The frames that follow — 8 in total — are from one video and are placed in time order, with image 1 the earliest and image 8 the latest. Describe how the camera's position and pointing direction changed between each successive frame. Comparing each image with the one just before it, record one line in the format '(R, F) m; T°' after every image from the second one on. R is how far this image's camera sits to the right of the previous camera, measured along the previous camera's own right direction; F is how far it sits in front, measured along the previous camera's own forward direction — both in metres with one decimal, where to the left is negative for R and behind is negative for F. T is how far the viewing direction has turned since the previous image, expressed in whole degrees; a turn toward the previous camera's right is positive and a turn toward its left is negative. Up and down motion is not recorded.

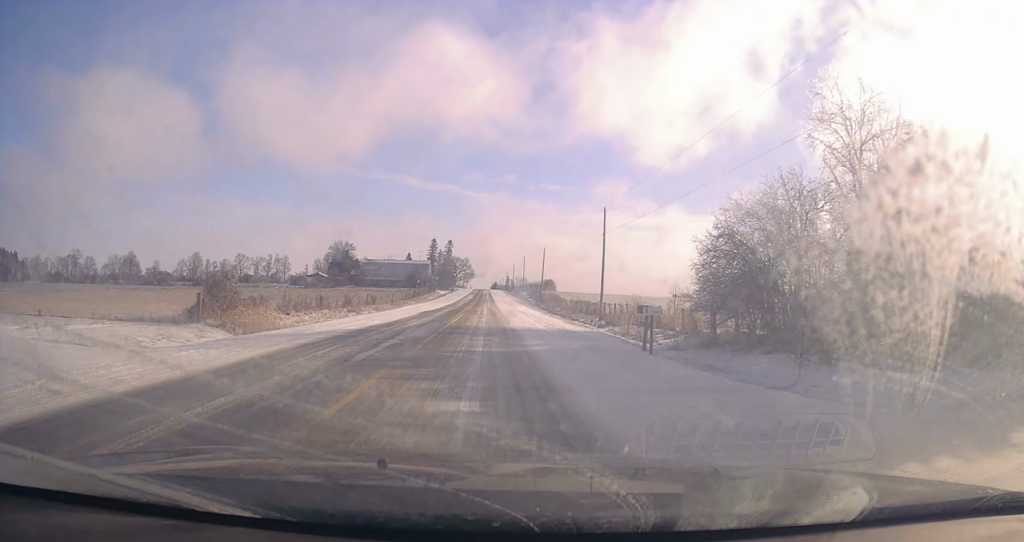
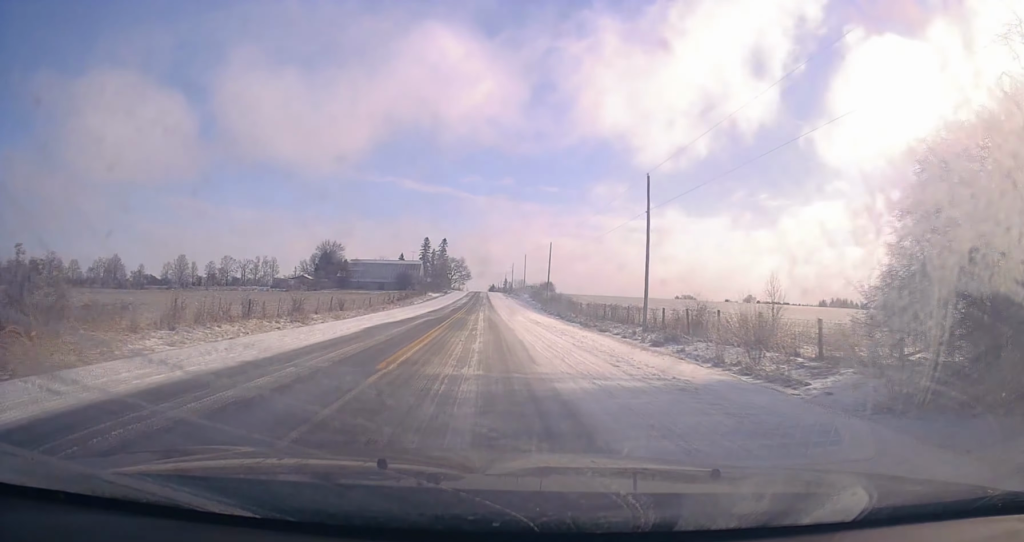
(-0.1, +15.6) m; 0°
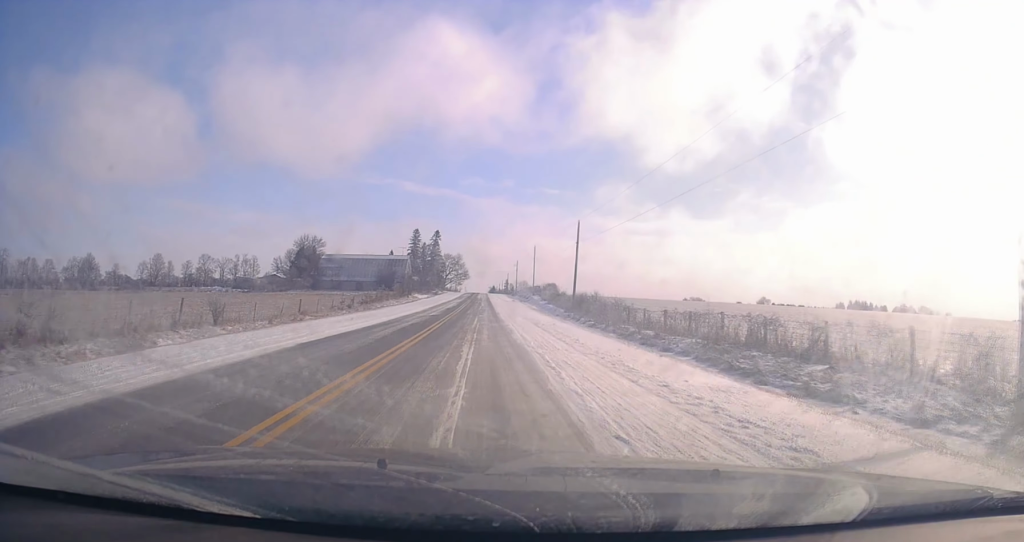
(+0.1, +30.2) m; 0°
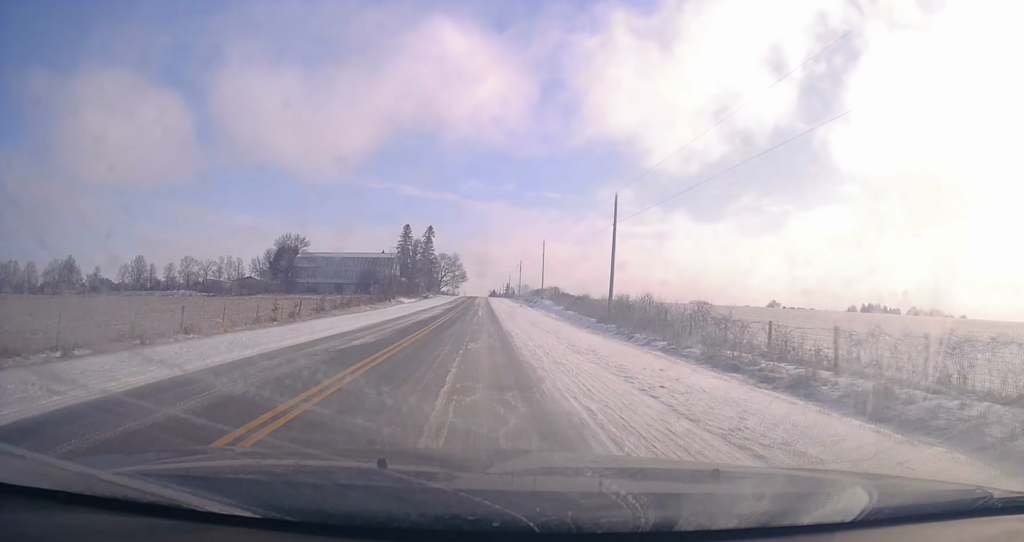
(-0.2, +19.9) m; 0°
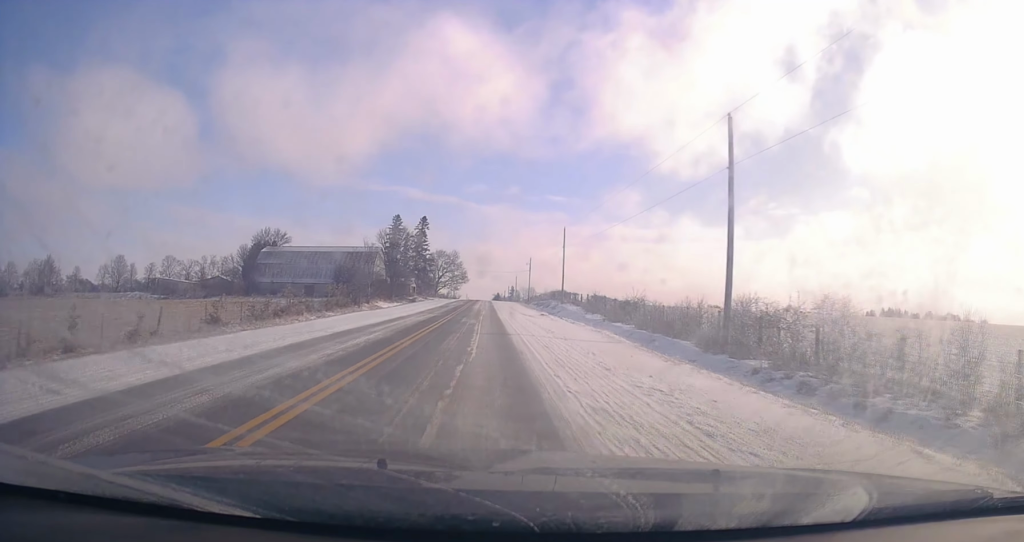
(0.0, +23.0) m; 0°
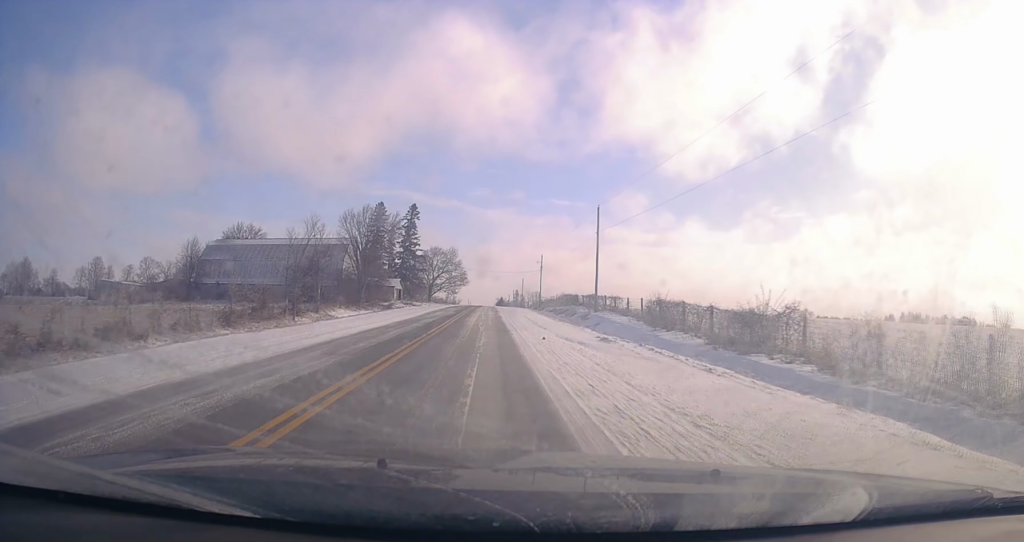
(0.0, +23.8) m; -1°
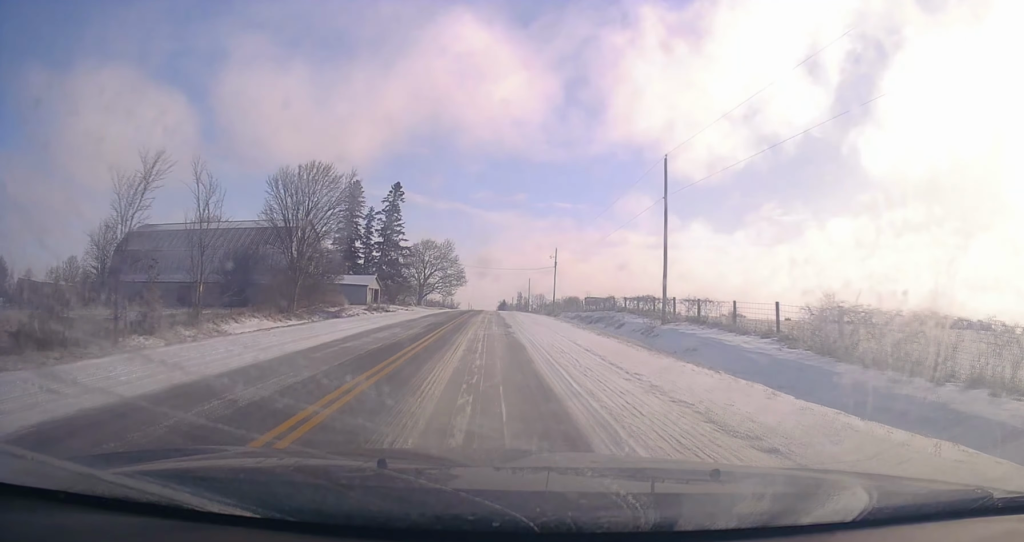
(-0.3, +21.9) m; 0°
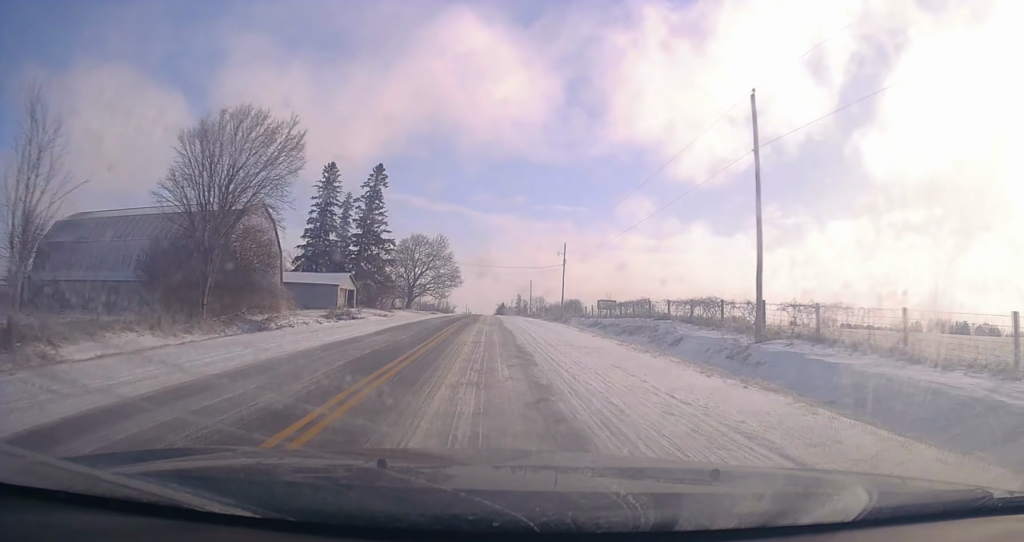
(-0.1, +13.6) m; +1°
